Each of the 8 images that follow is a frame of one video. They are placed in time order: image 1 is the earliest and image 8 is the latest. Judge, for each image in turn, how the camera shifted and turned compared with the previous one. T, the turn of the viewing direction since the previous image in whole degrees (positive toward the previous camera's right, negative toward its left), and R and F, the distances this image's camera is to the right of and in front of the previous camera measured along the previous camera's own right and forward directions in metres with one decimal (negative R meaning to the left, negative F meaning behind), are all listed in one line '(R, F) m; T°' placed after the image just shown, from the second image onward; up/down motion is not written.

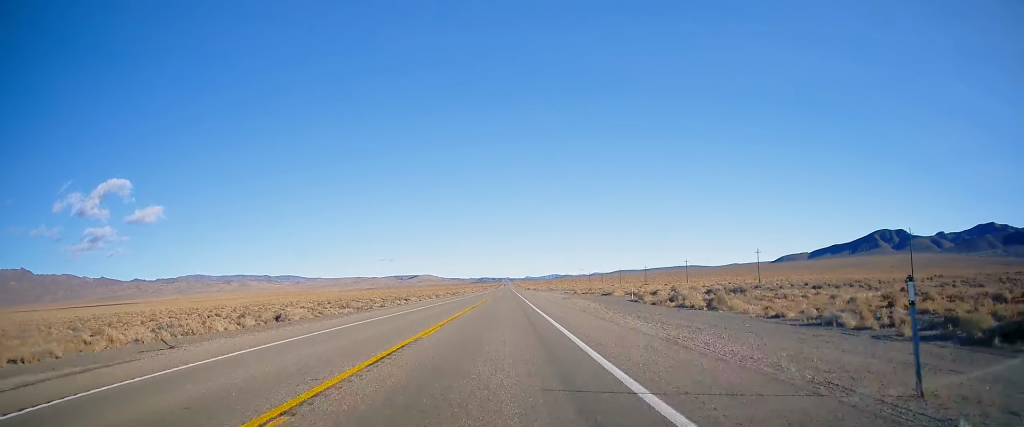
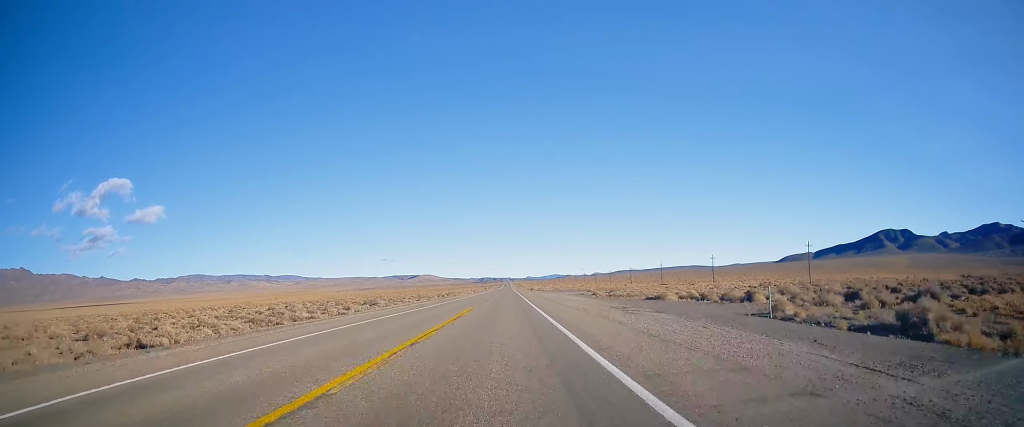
(-0.1, +32.3) m; 0°
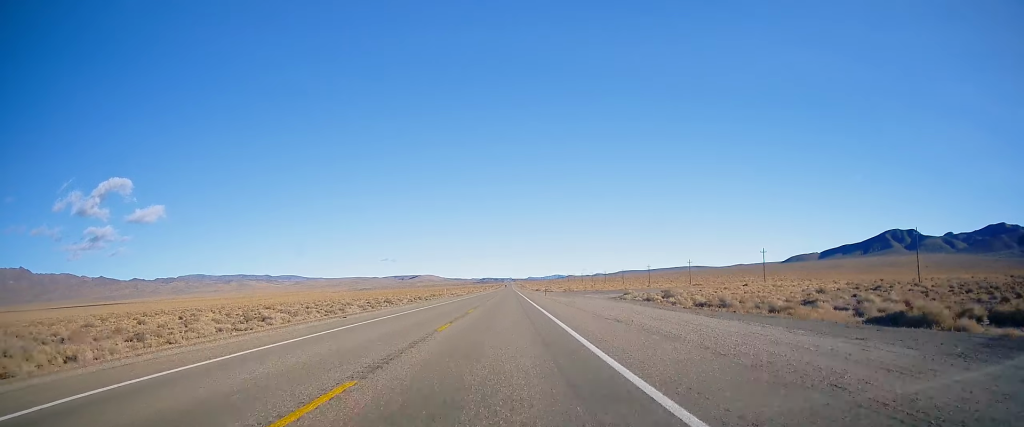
(-0.3, +44.8) m; 0°
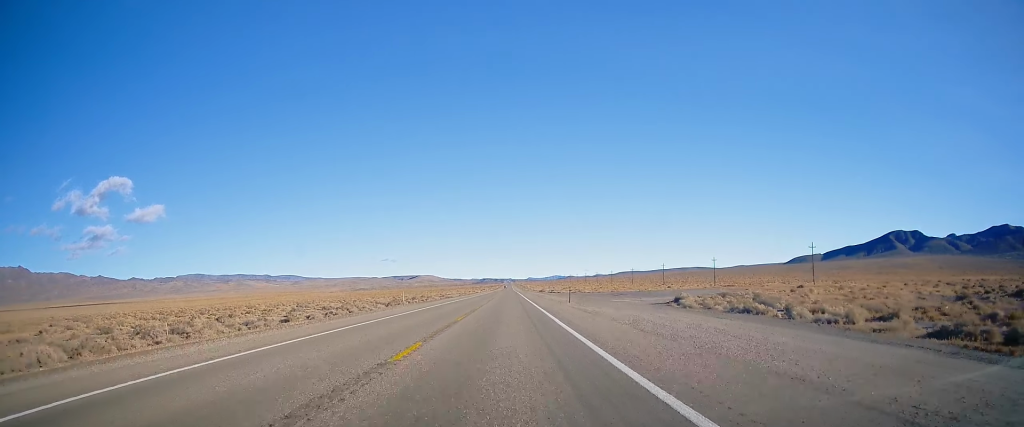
(0.0, +30.9) m; 0°
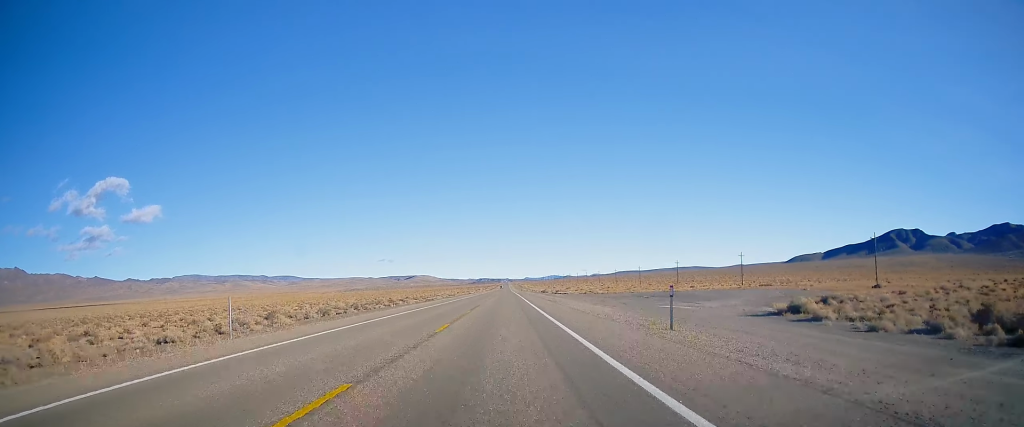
(+0.3, +29.8) m; +1°
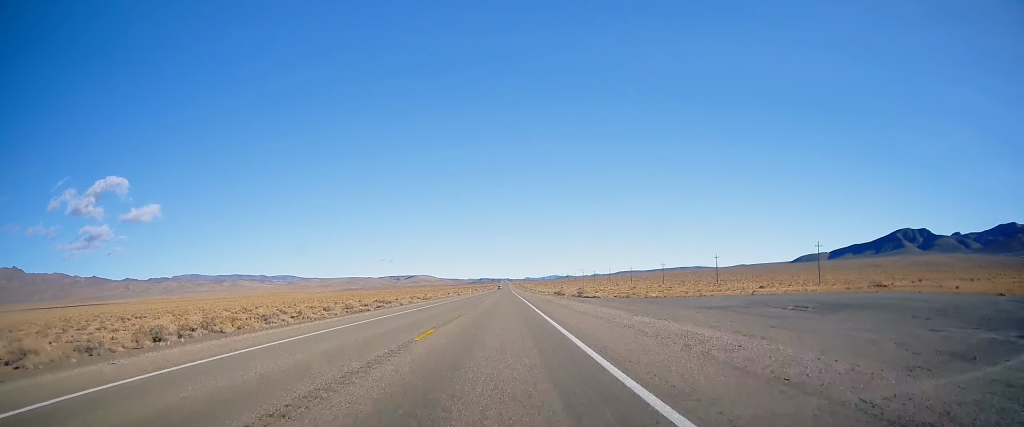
(+0.2, +51.5) m; 0°
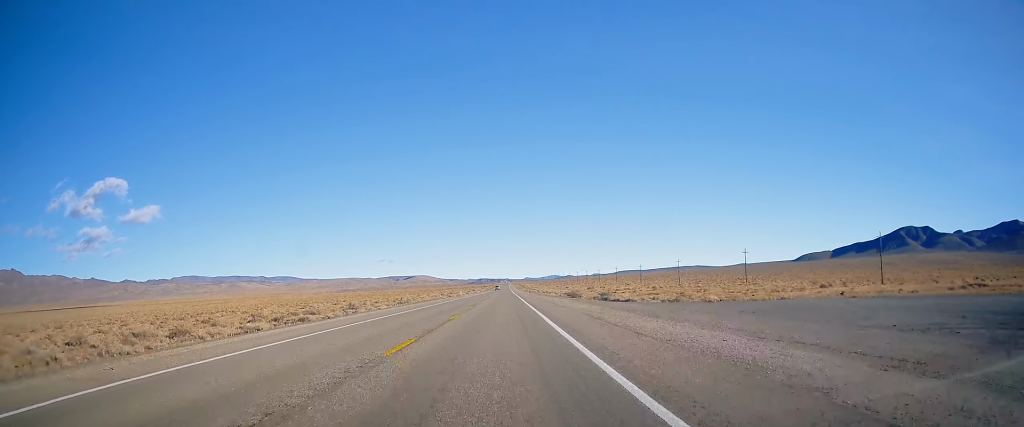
(0.0, +27.6) m; 0°
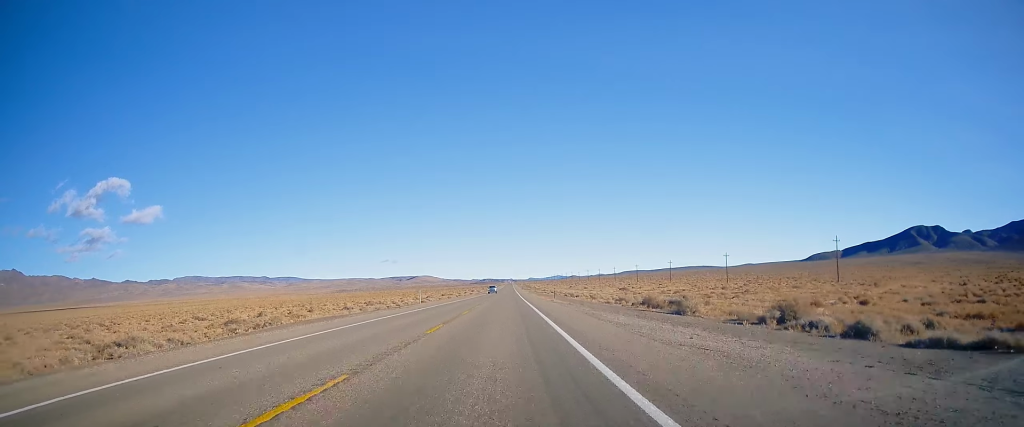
(-0.5, +54.8) m; 0°
